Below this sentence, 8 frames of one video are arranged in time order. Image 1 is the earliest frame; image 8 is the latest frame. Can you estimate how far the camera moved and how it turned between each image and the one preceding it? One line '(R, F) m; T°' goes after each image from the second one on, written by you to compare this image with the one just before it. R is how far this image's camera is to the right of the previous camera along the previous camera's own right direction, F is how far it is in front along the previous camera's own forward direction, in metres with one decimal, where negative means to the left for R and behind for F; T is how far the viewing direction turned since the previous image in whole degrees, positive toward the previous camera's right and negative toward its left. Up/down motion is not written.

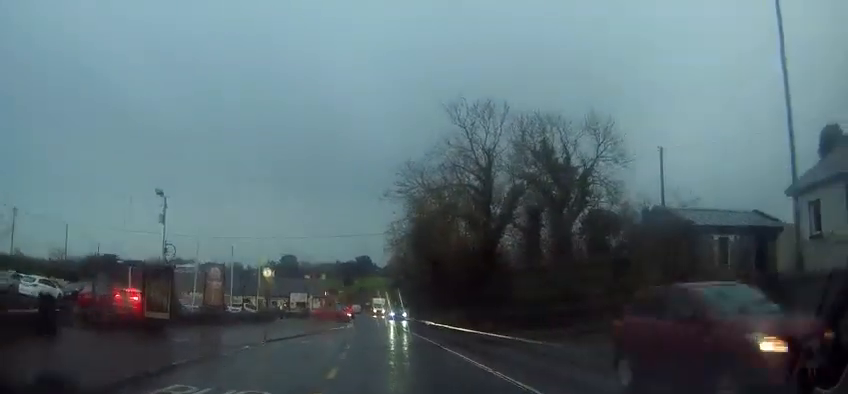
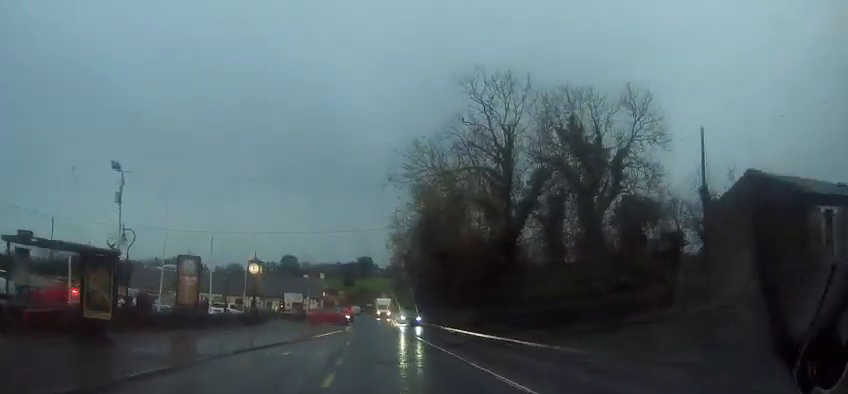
(0.0, +5.1) m; 0°
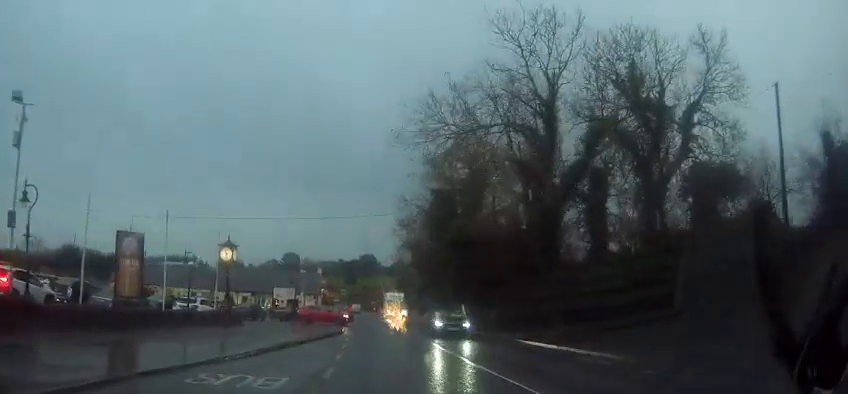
(-0.2, +7.5) m; -1°
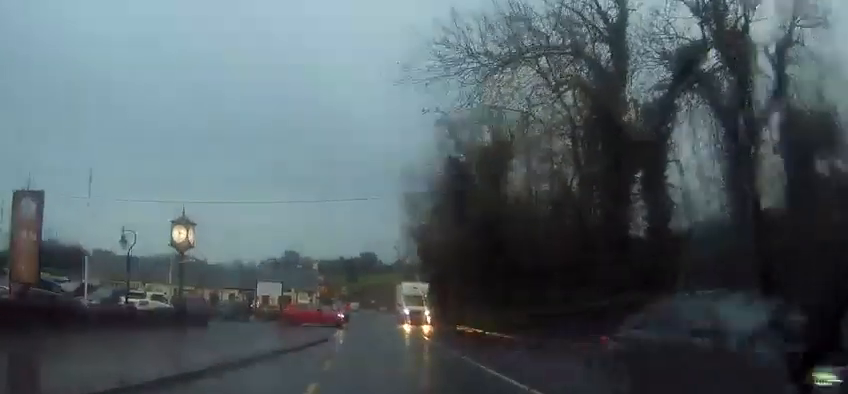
(0.0, +7.3) m; +1°
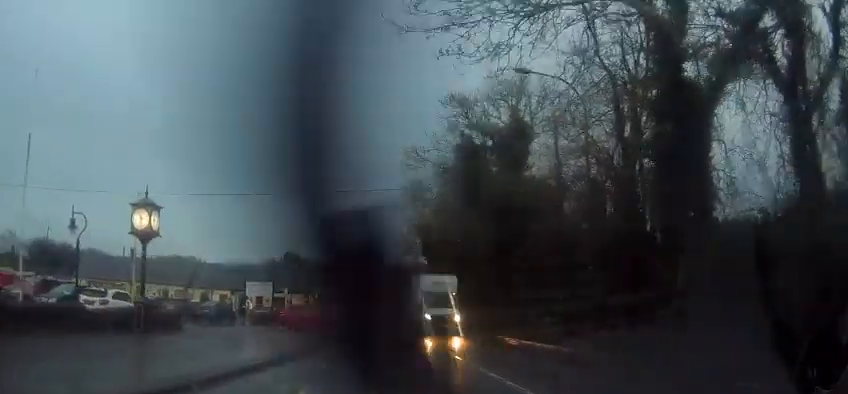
(0.0, +4.0) m; 0°
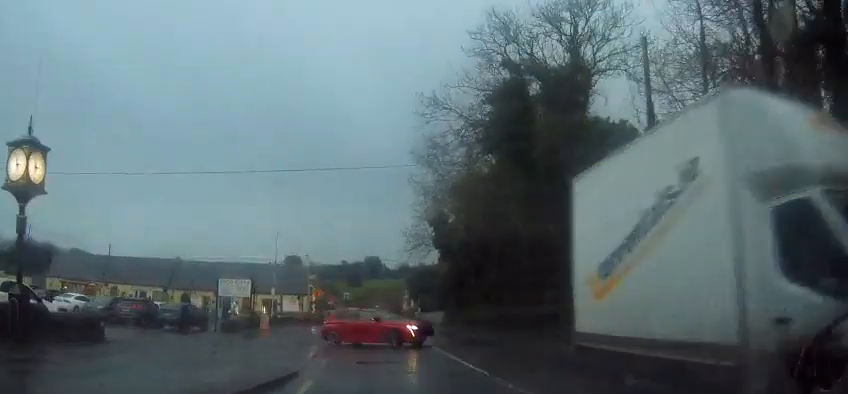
(-0.2, +7.7) m; -3°
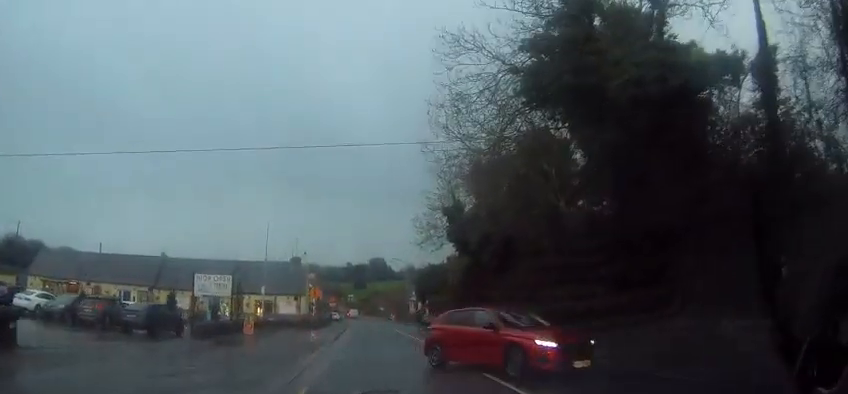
(-0.1, +5.1) m; +1°
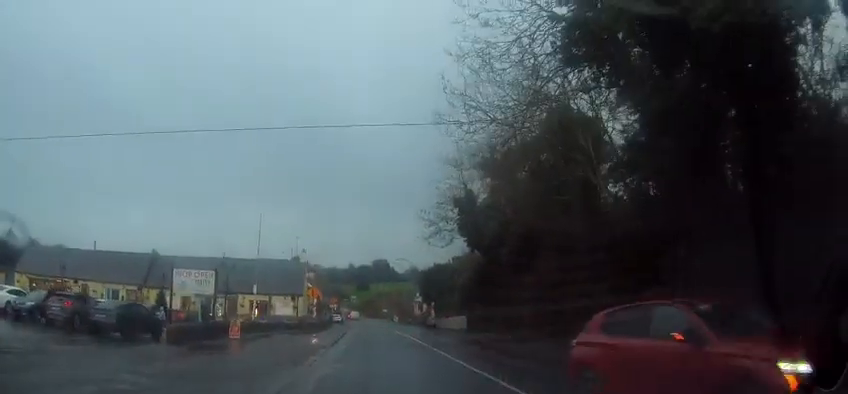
(+0.3, +3.1) m; 0°
